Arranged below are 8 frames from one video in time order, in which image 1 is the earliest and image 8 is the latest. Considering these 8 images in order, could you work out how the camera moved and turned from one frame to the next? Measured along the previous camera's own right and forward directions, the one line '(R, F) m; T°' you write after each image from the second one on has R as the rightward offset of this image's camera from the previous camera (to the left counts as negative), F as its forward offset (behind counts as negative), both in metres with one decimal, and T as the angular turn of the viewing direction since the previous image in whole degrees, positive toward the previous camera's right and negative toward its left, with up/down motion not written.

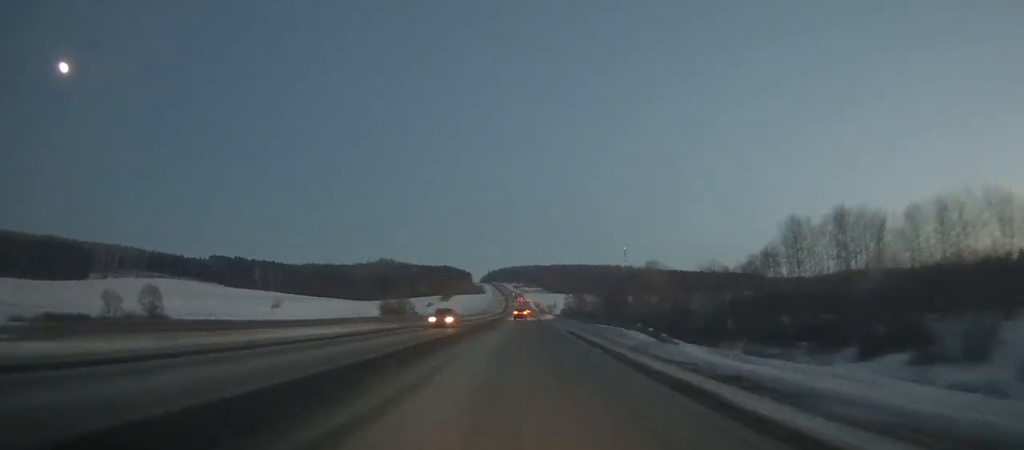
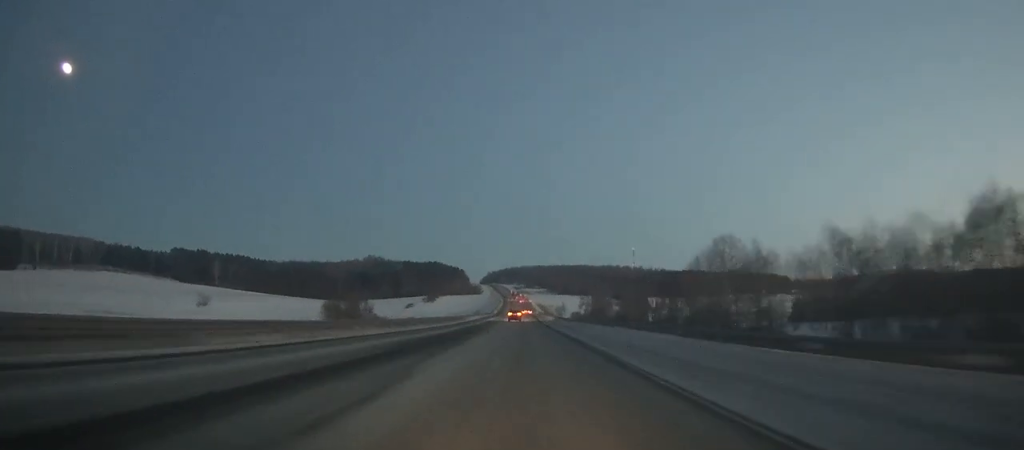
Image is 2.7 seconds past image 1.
(-0.1, +67.7) m; 0°
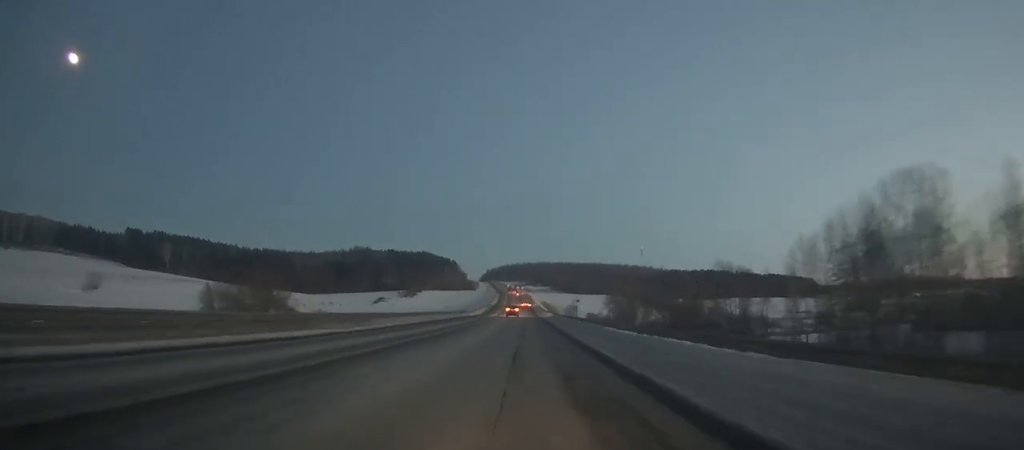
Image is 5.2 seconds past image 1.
(+0.3, +63.0) m; 0°
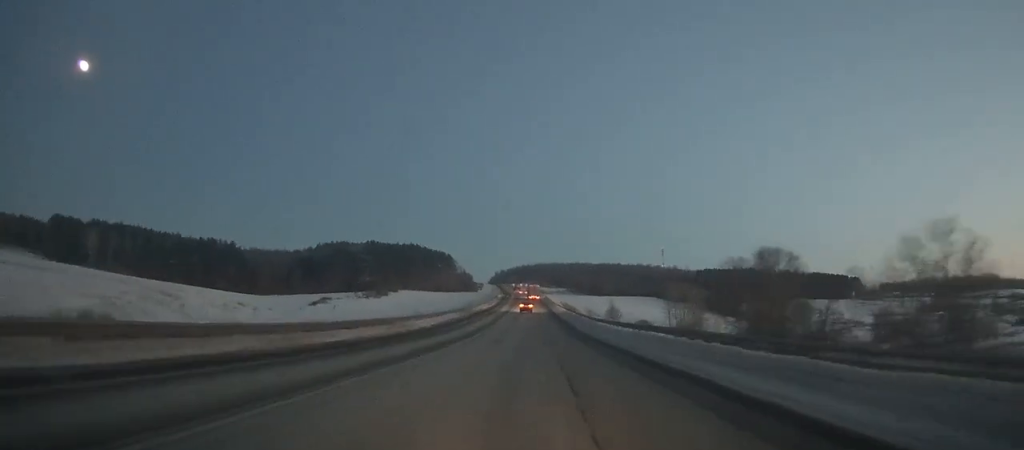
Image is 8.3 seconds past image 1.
(-0.4, +78.1) m; 0°
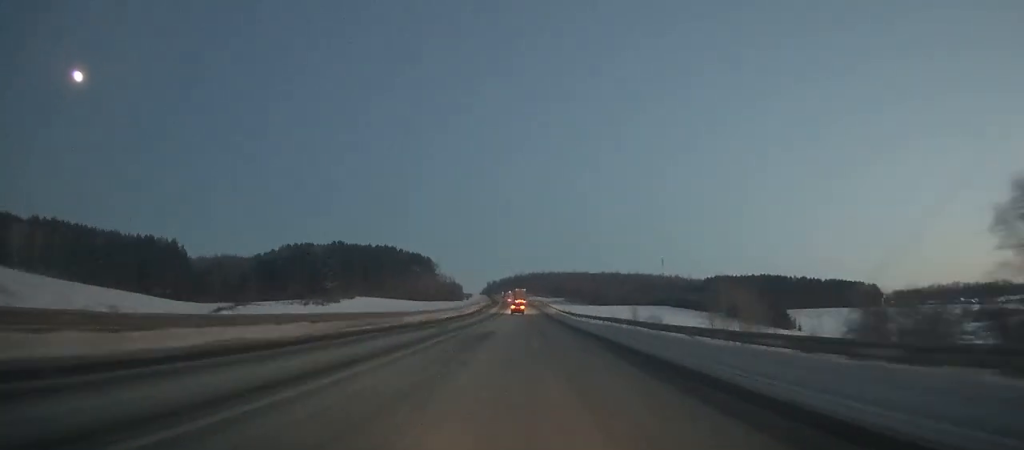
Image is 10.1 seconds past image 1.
(-0.1, +45.2) m; 0°
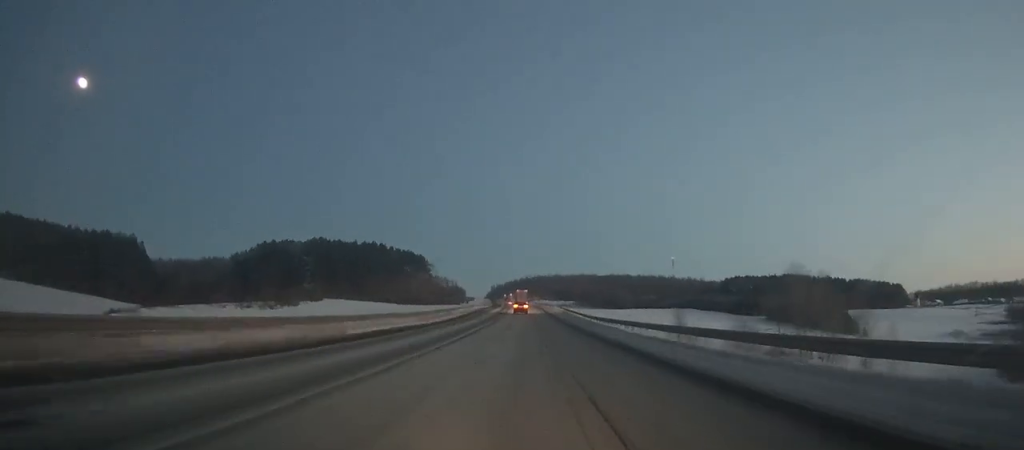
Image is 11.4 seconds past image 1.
(+0.1, +32.5) m; 0°
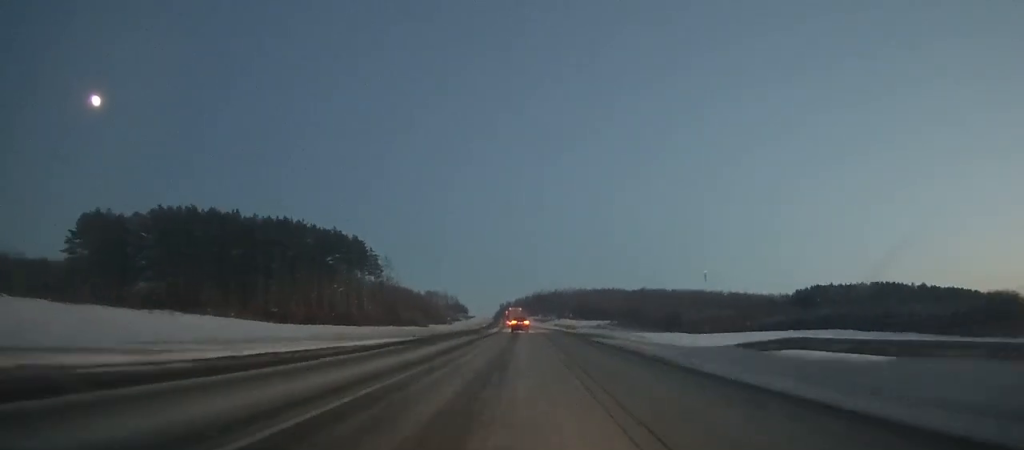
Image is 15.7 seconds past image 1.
(-0.8, +103.8) m; -1°
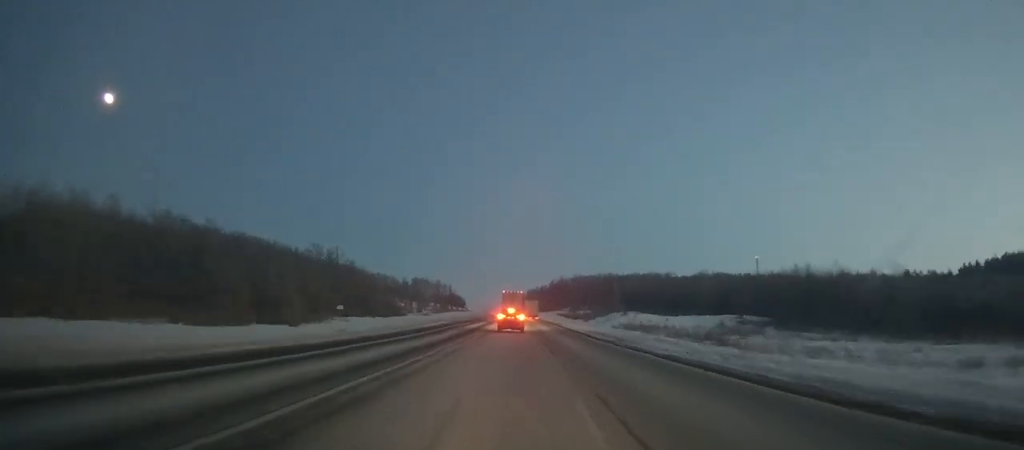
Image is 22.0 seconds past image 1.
(-1.7, +131.7) m; -1°
